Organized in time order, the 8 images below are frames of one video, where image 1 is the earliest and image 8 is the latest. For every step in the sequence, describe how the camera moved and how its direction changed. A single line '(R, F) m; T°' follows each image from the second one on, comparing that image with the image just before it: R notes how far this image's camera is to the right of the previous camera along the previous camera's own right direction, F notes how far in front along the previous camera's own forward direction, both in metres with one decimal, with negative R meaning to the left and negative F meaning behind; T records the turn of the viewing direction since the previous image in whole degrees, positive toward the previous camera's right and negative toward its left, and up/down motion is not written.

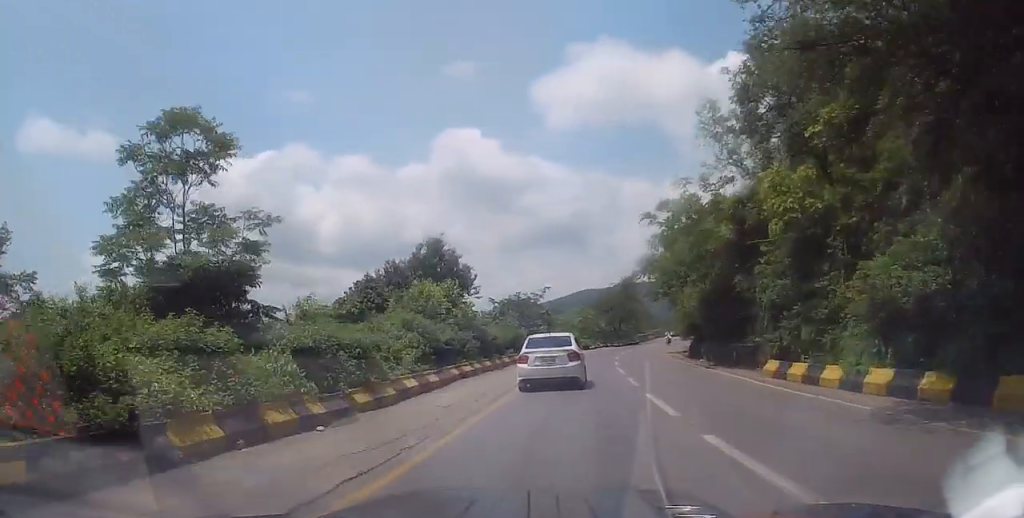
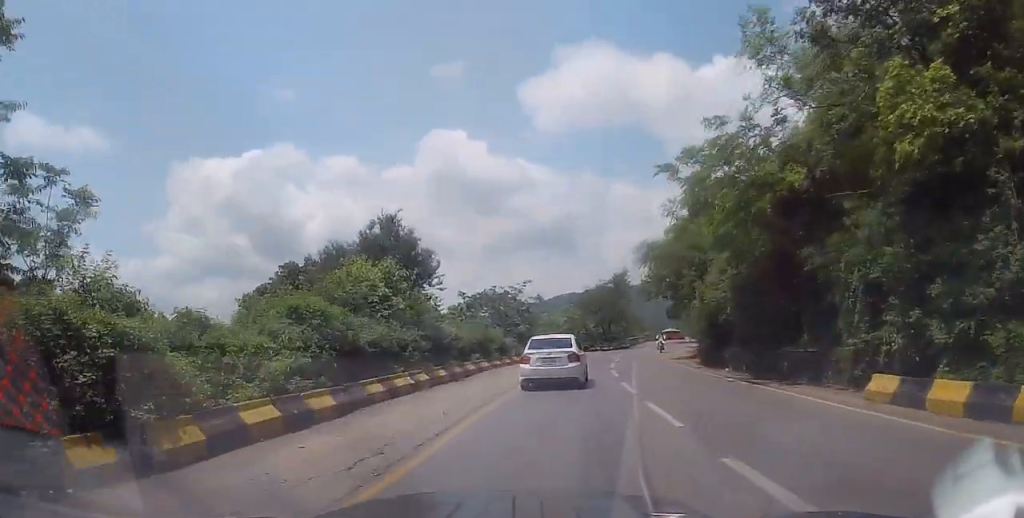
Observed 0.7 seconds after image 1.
(+0.8, +7.2) m; +2°
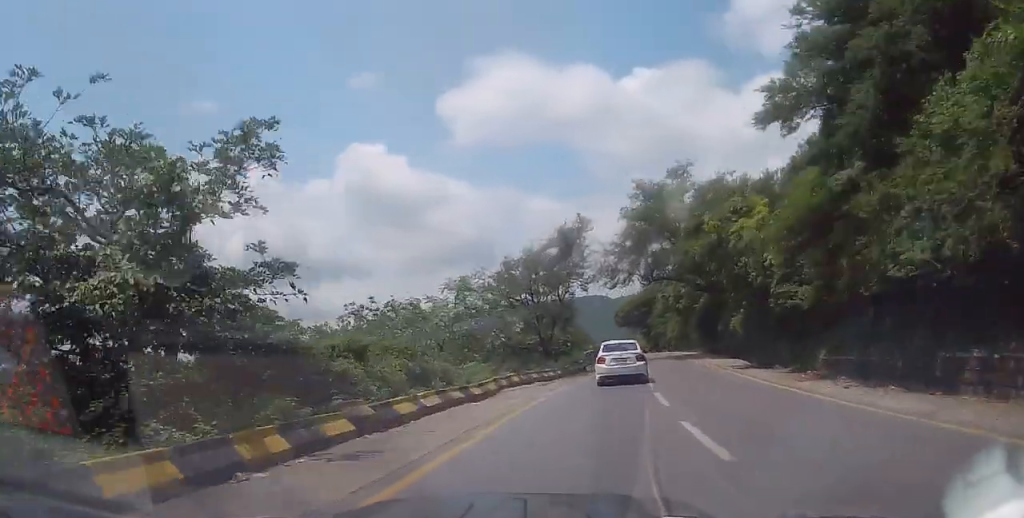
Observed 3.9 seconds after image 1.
(+0.7, +32.9) m; +6°
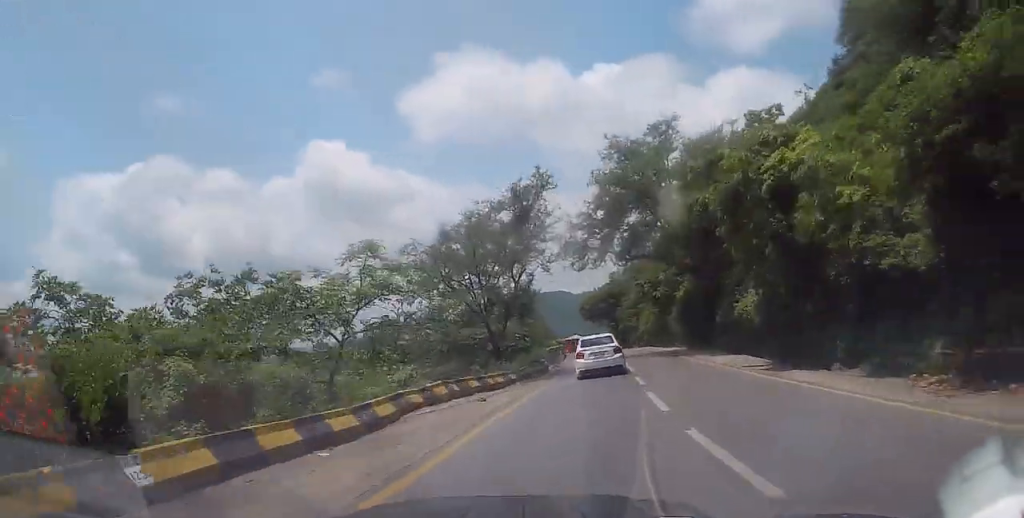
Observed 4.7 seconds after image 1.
(-0.4, +8.0) m; +1°
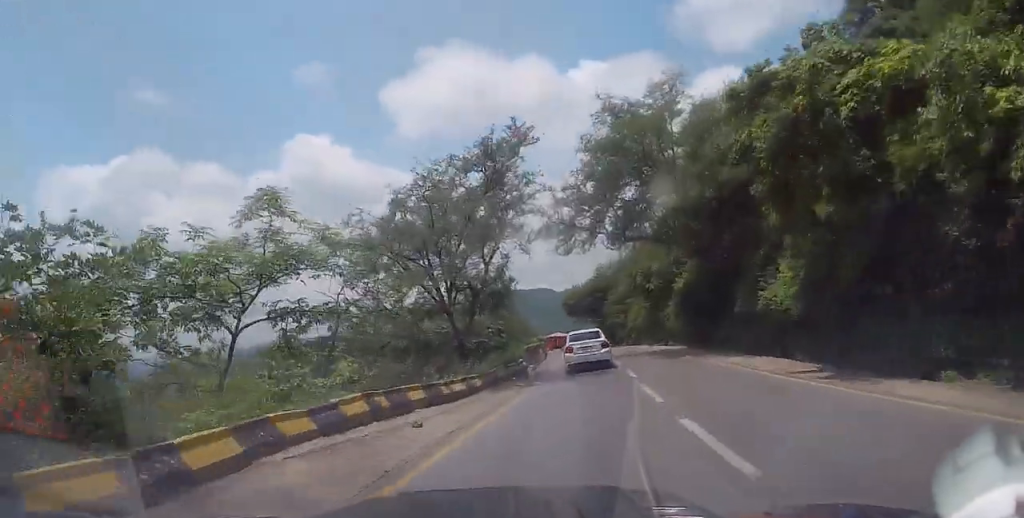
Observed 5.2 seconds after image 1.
(+0.1, +5.4) m; +5°
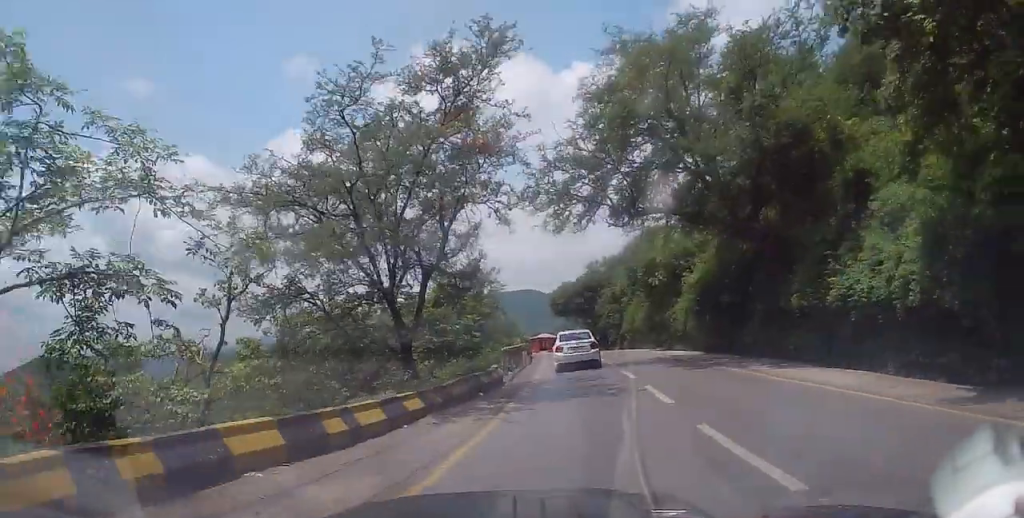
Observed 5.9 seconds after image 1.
(0.0, +6.7) m; +9°
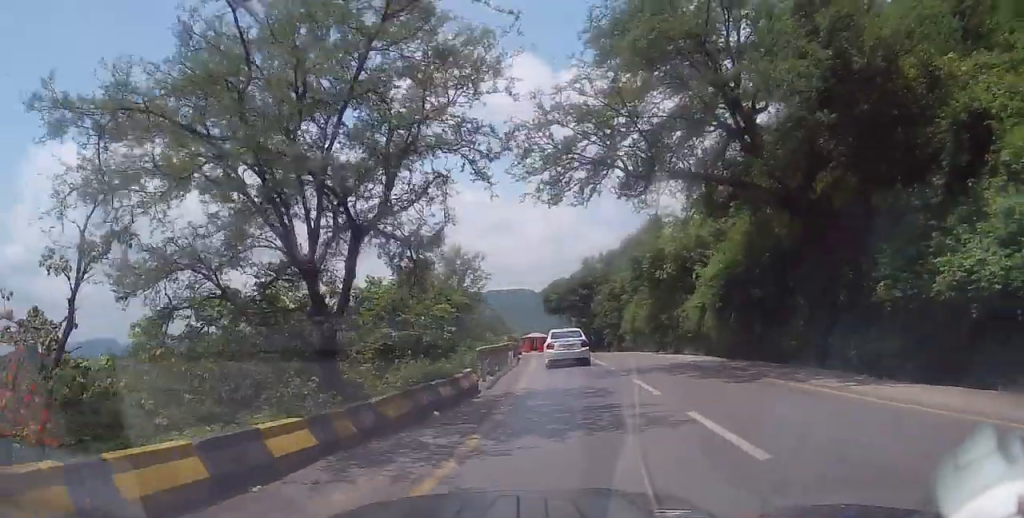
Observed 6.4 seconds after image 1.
(+0.8, +3.8) m; -4°
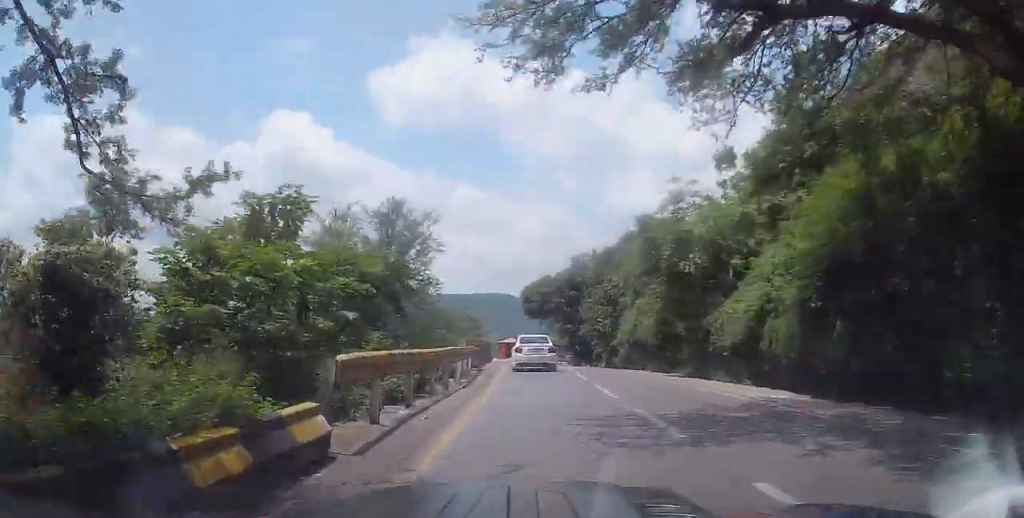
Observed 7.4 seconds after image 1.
(-0.6, +9.3) m; -8°
